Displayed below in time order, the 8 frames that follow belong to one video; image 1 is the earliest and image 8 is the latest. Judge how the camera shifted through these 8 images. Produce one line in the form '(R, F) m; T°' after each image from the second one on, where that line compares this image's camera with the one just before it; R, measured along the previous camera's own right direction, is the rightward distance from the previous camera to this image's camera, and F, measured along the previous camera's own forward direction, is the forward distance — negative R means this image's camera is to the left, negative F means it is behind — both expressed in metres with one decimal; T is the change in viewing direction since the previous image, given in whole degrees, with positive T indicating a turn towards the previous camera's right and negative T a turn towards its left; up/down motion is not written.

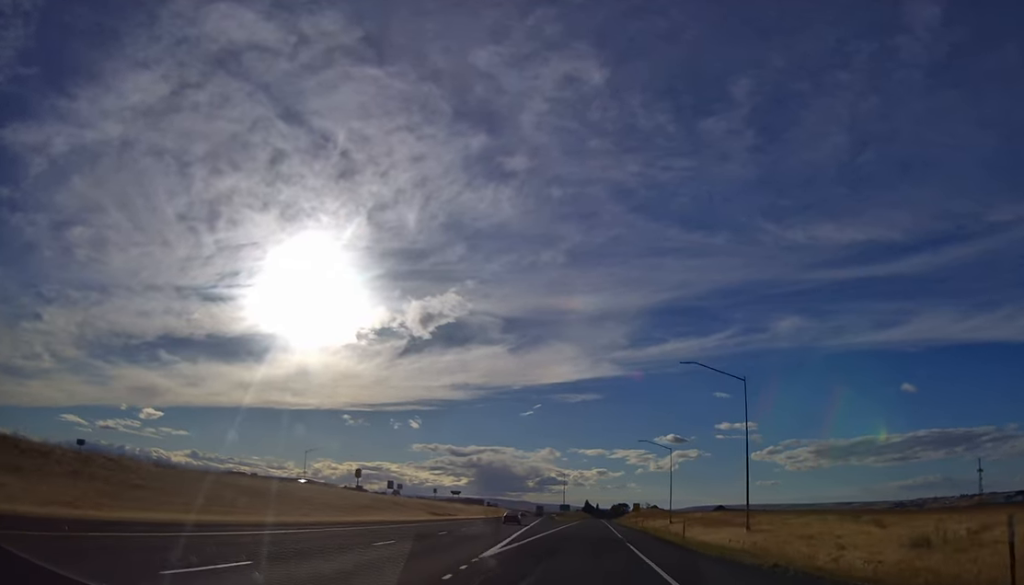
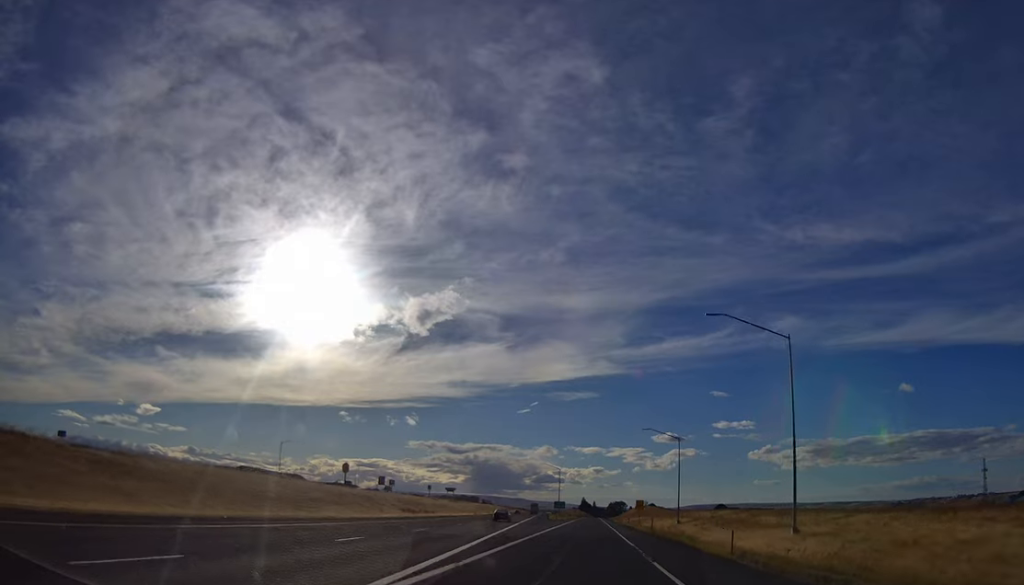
(0.0, +13.6) m; +1°
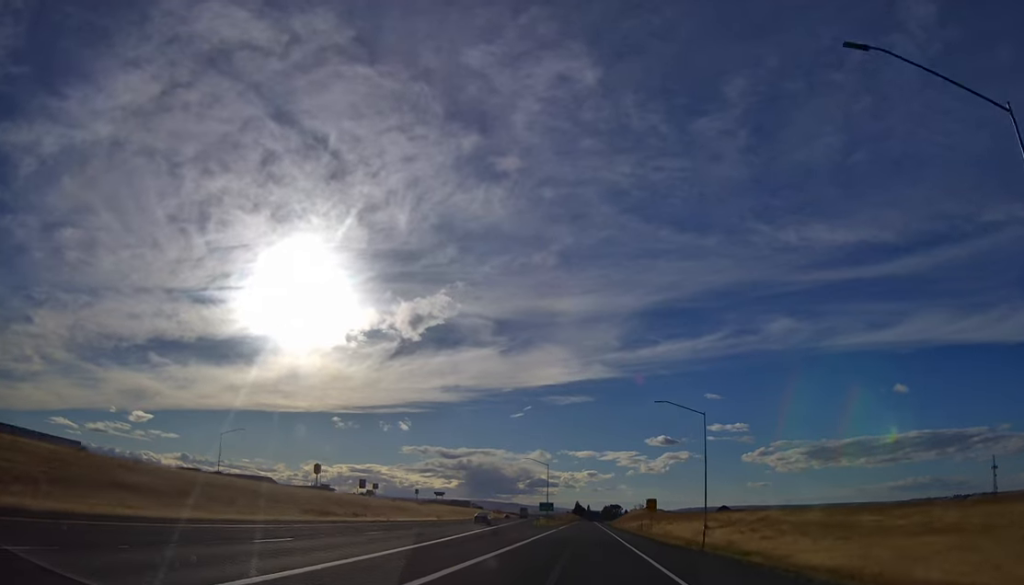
(+0.3, +27.1) m; +1°
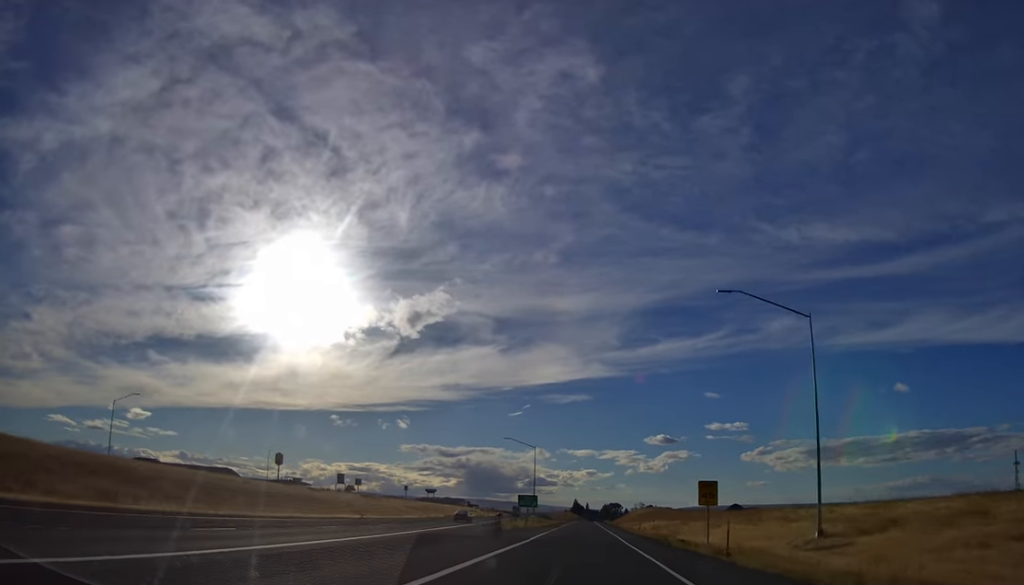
(+0.5, +36.7) m; 0°
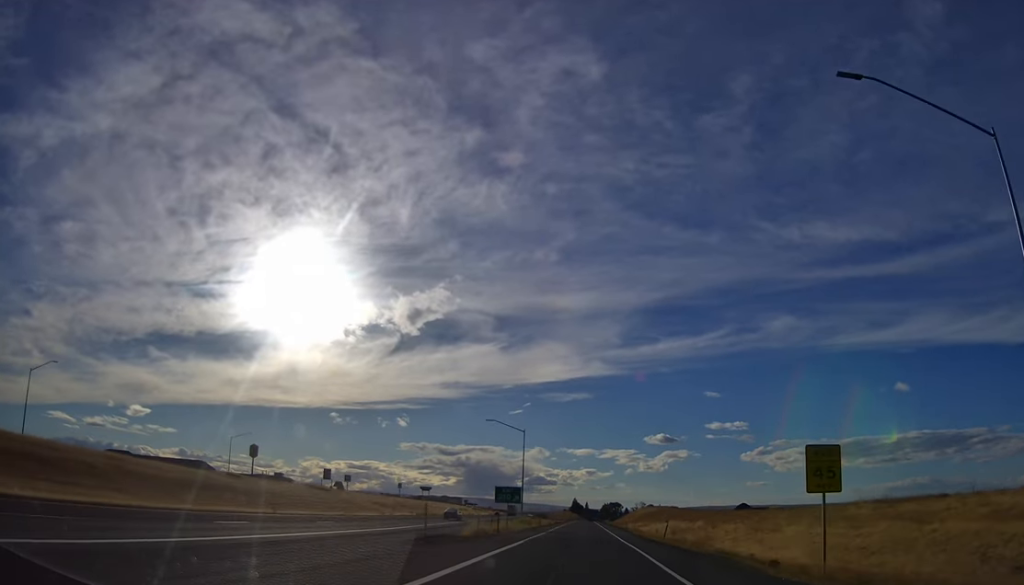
(-0.3, +20.4) m; 0°
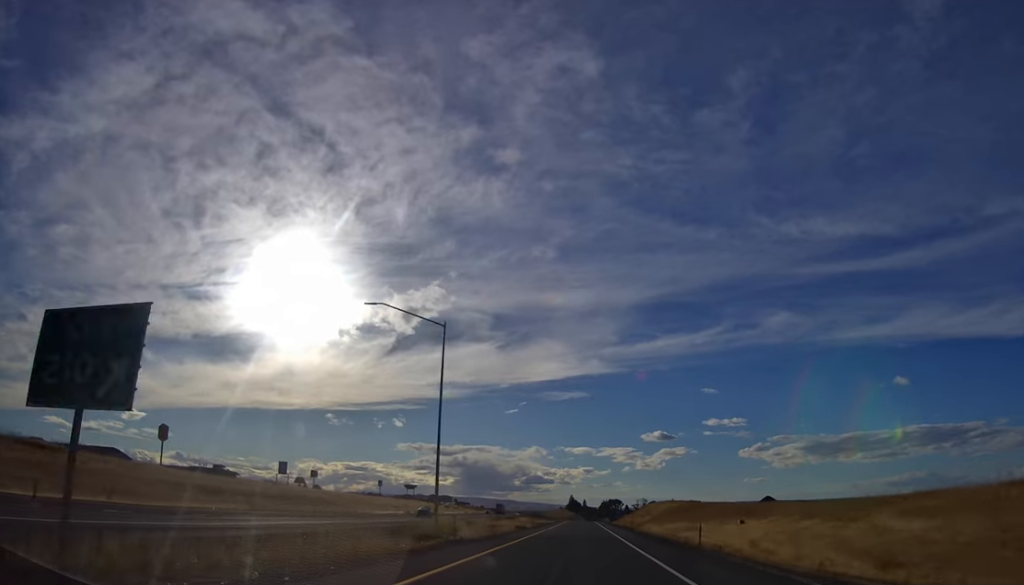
(+0.5, +52.9) m; +1°
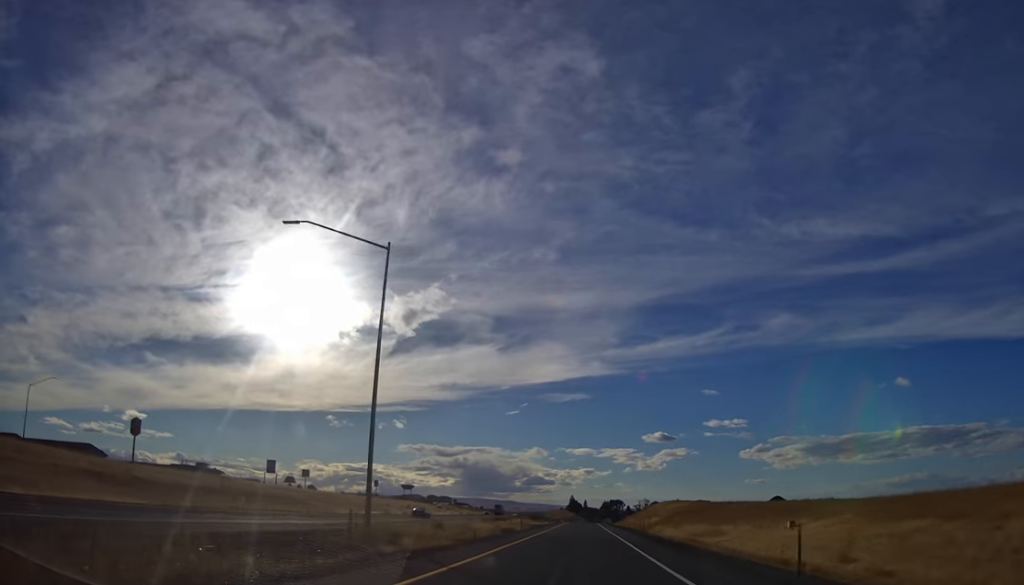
(0.0, +13.3) m; 0°
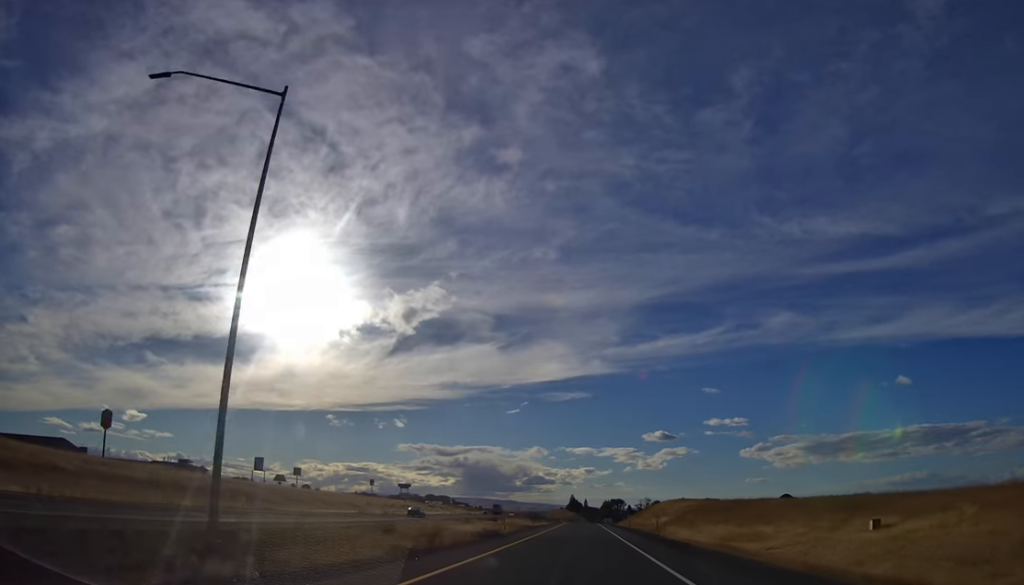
(0.0, +12.4) m; 0°
